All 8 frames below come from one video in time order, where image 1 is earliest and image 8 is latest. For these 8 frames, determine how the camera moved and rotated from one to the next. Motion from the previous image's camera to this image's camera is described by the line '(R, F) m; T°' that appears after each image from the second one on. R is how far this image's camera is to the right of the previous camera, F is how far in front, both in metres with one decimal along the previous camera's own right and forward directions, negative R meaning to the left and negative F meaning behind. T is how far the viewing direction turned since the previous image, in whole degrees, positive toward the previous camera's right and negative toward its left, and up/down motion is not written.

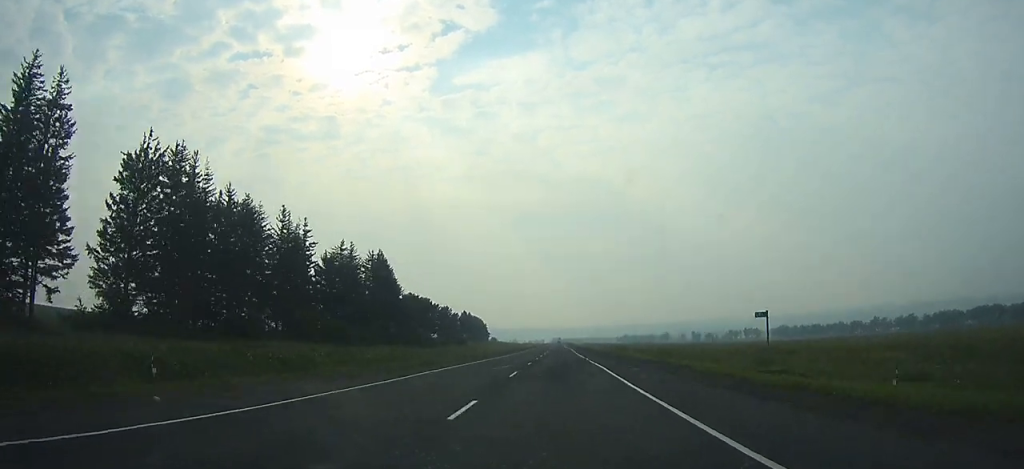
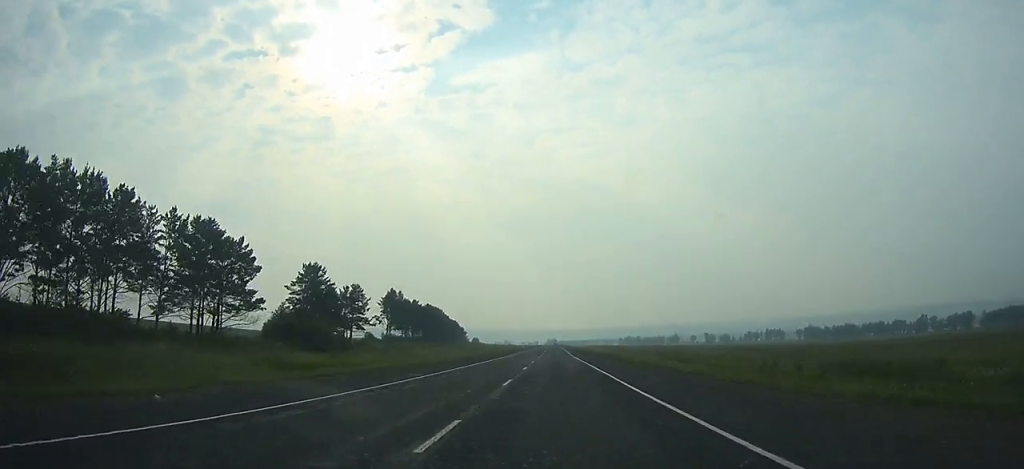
(+0.1, +111.8) m; 0°
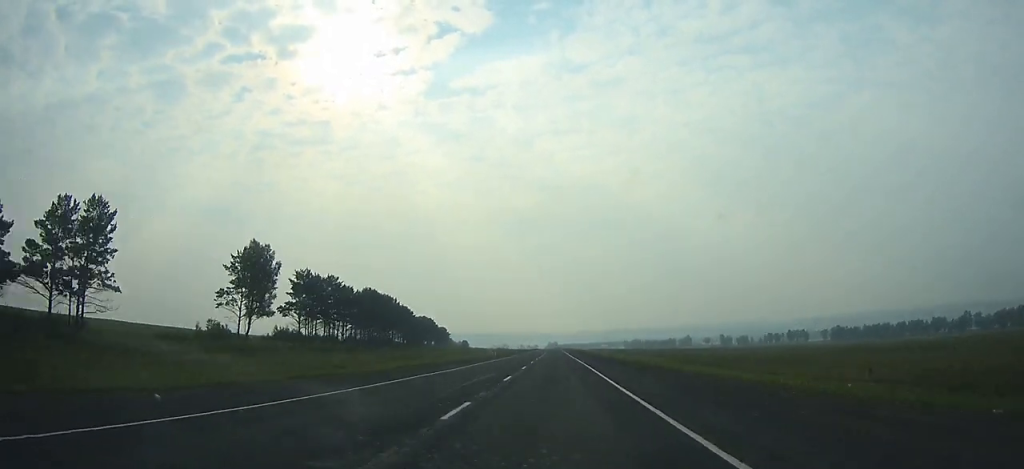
(-0.2, +70.1) m; 0°
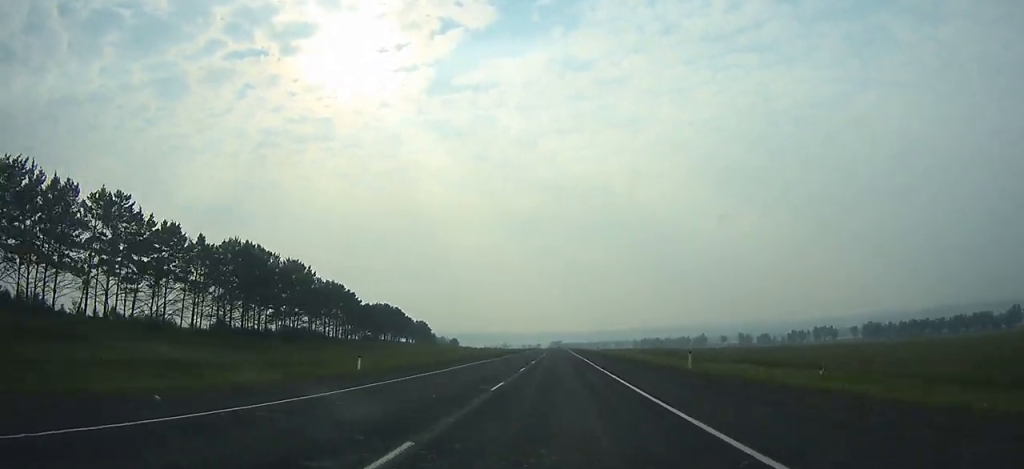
(-0.2, +63.1) m; 0°
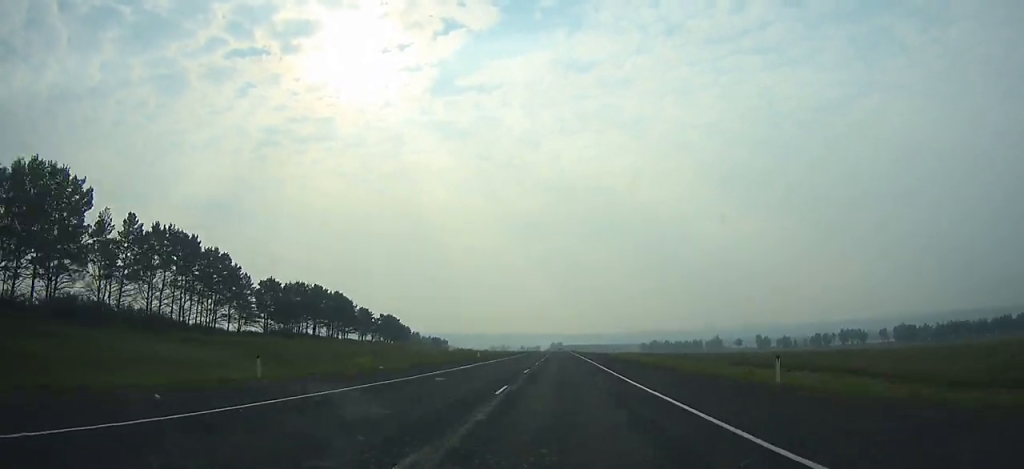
(0.0, +57.2) m; 0°
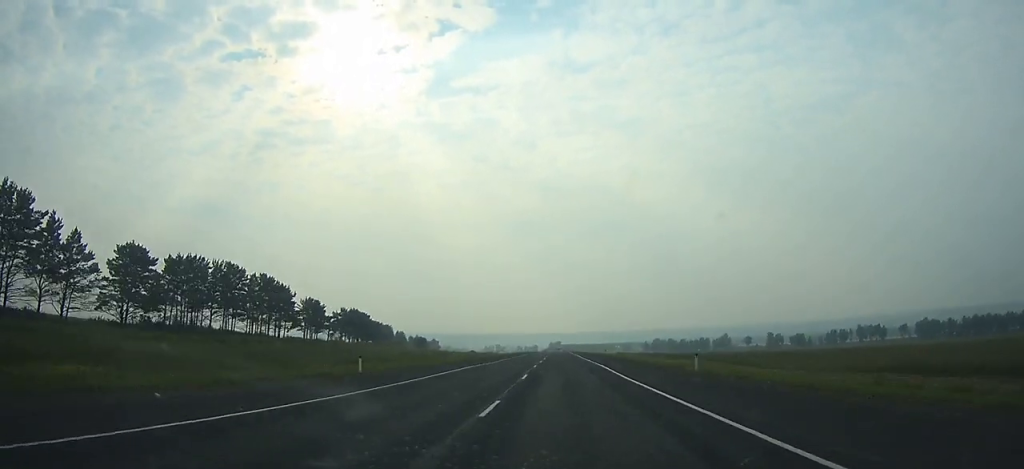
(0.0, +38.1) m; 0°
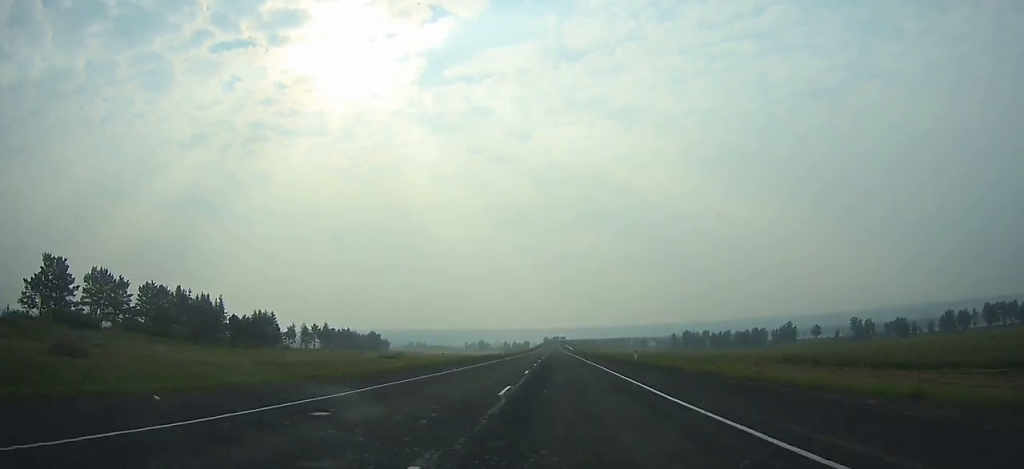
(+1.1, +185.2) m; +1°
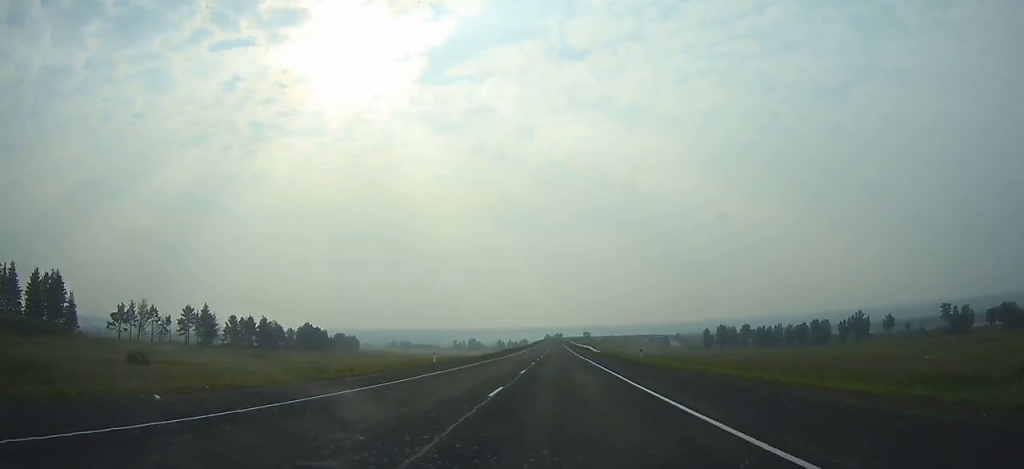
(0.0, +103.4) m; 0°
